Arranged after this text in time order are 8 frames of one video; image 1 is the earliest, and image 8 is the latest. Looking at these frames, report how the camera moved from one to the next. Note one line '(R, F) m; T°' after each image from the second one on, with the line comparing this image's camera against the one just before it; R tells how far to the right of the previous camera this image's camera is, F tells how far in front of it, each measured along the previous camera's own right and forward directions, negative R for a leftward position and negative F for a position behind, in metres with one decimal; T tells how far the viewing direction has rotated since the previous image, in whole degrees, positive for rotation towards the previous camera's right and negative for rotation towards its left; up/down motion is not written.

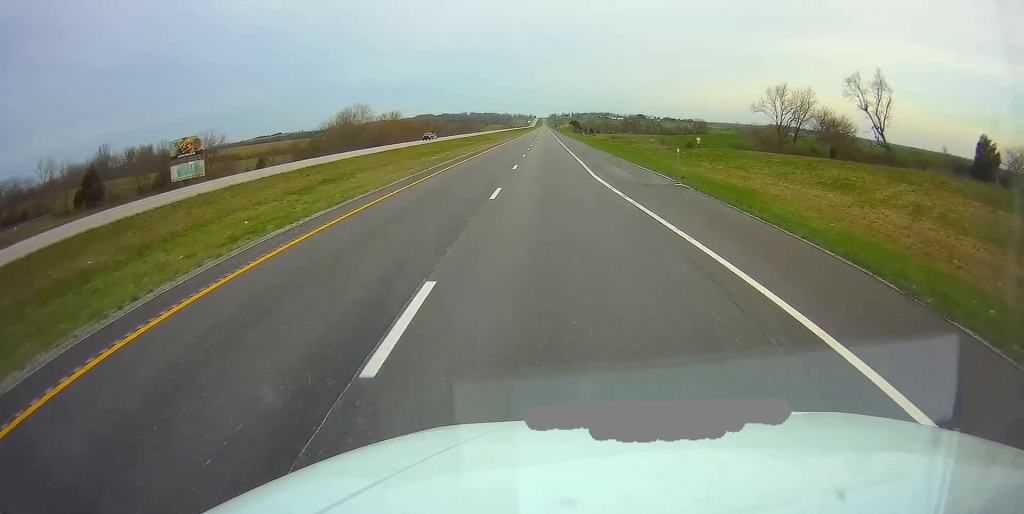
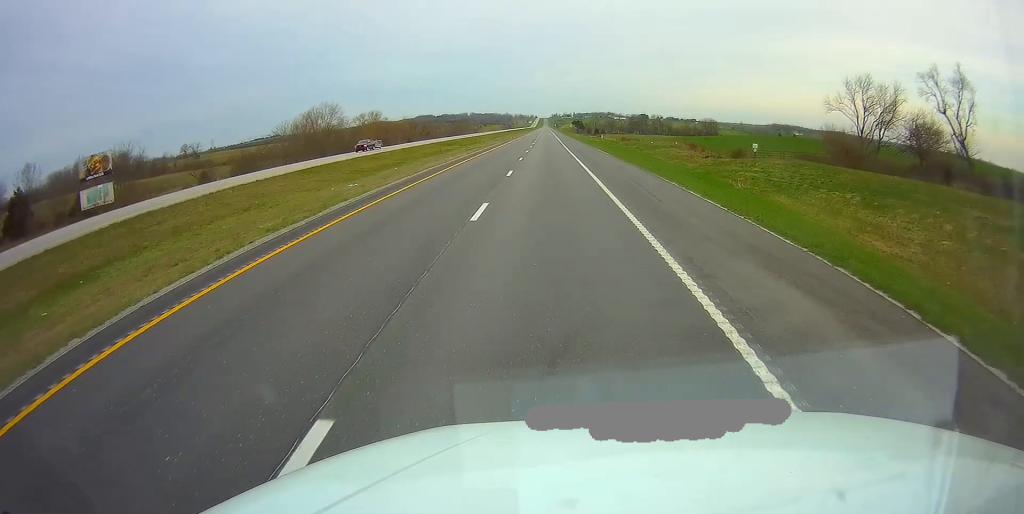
(+0.1, +28.0) m; 0°
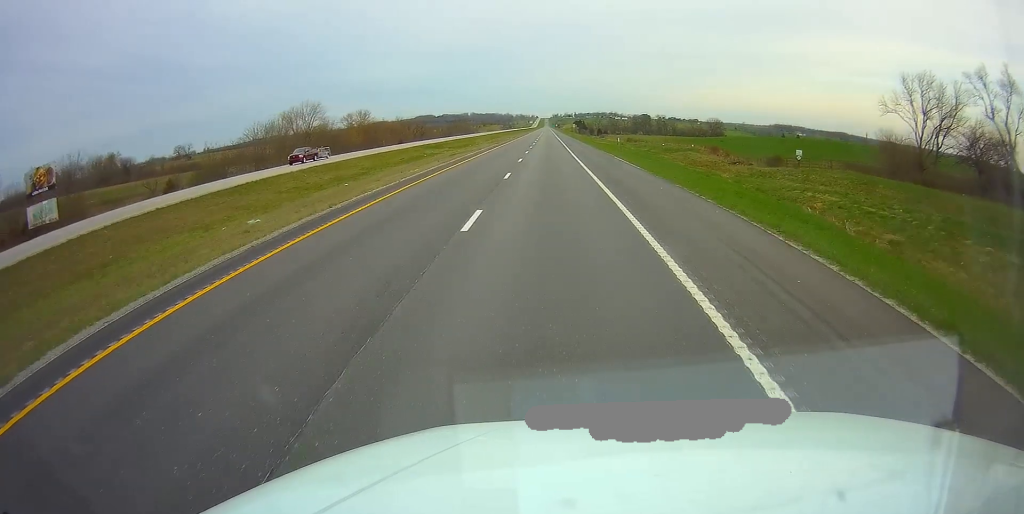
(-0.1, +13.5) m; 0°
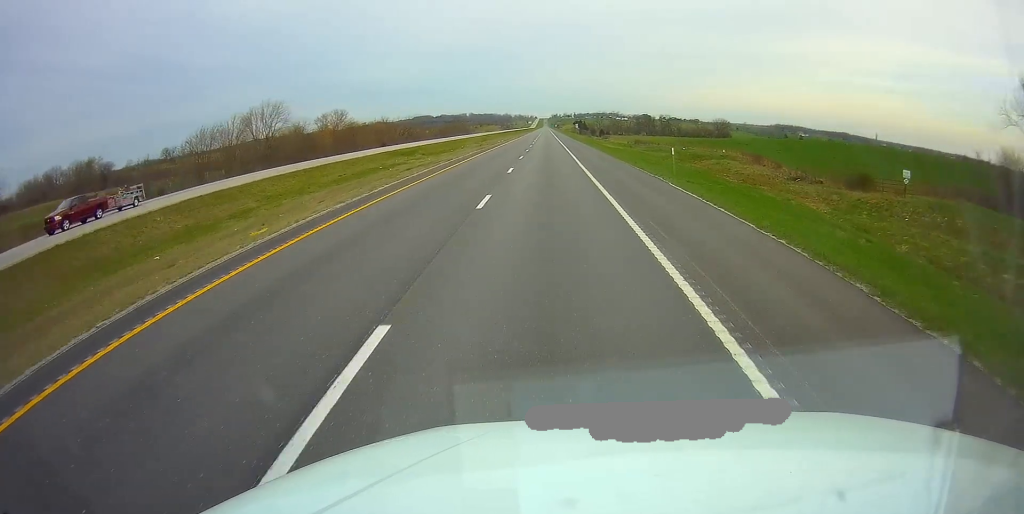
(0.0, +20.8) m; 0°
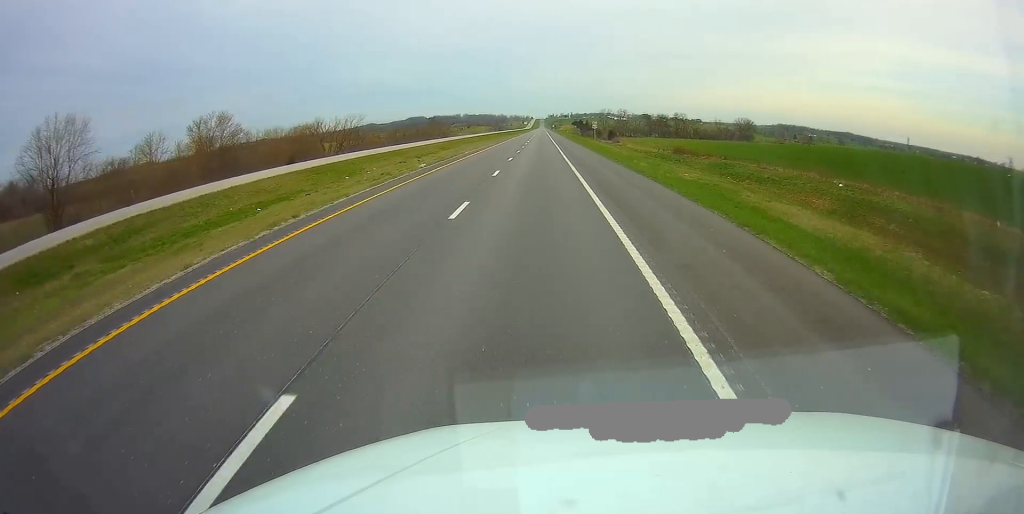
(+0.3, +62.2) m; 0°
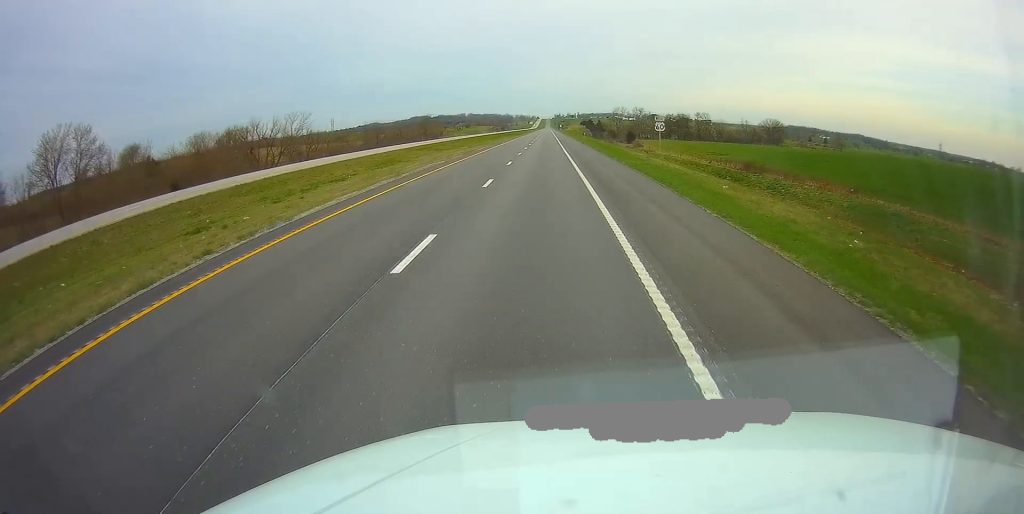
(-0.2, +41.3) m; 0°
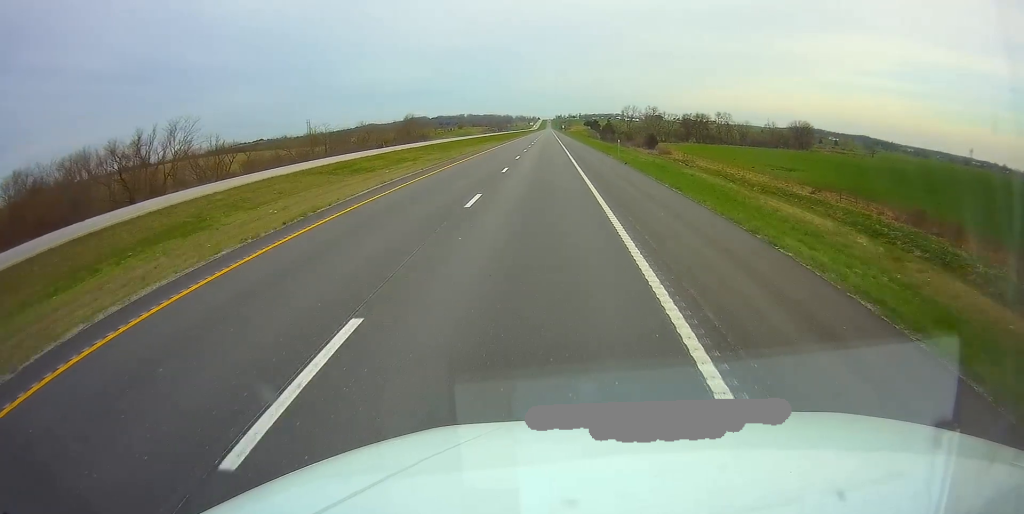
(-0.1, +41.2) m; 0°
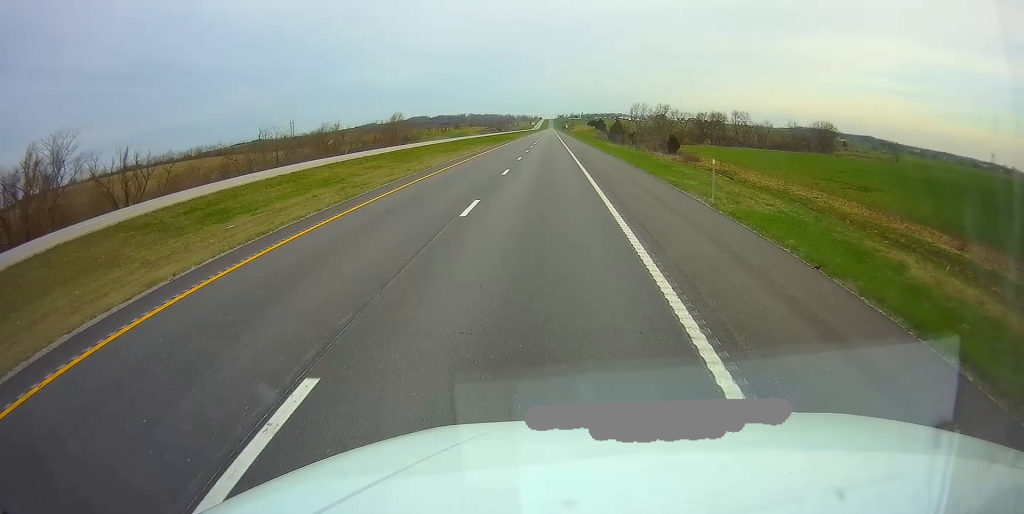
(0.0, +25.8) m; 0°
